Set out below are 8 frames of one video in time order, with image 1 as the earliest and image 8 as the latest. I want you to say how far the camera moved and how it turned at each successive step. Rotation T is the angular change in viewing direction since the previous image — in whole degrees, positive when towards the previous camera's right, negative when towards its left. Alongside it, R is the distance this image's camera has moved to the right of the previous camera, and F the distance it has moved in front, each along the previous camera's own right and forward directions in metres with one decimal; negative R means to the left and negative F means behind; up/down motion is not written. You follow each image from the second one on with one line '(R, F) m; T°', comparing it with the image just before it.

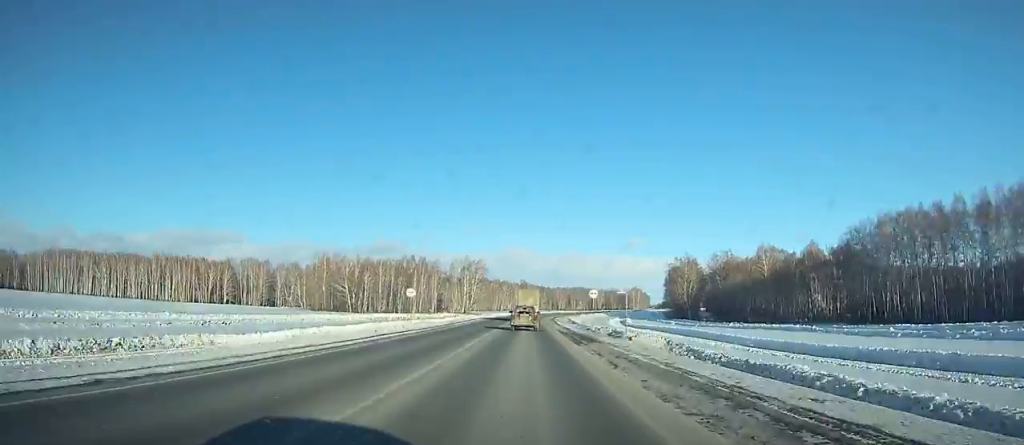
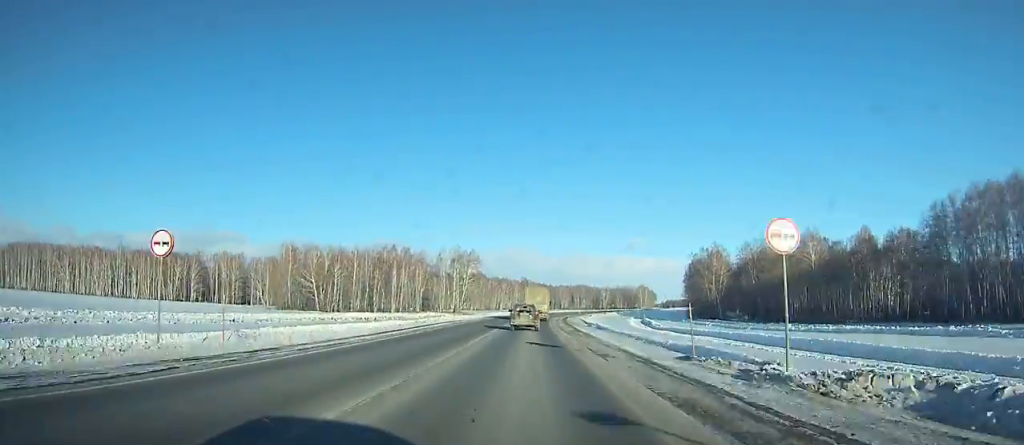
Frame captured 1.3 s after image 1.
(0.0, +32.7) m; 0°
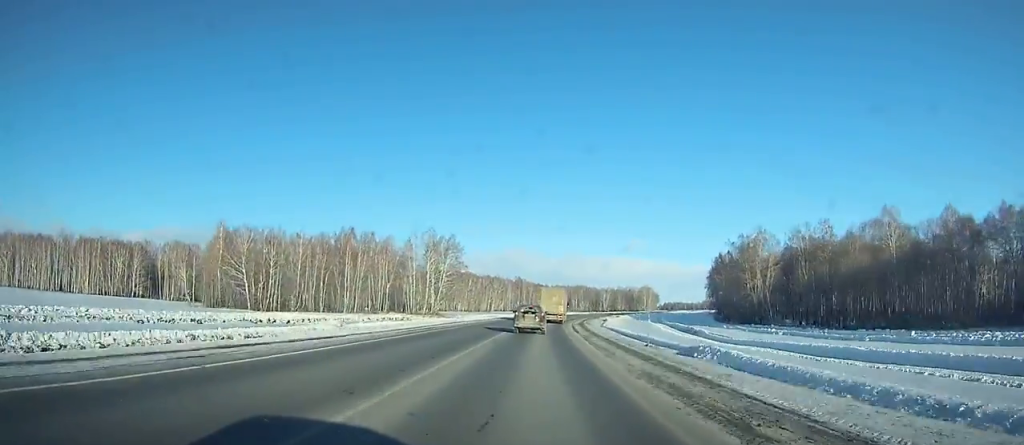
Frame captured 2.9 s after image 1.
(0.0, +39.6) m; +1°
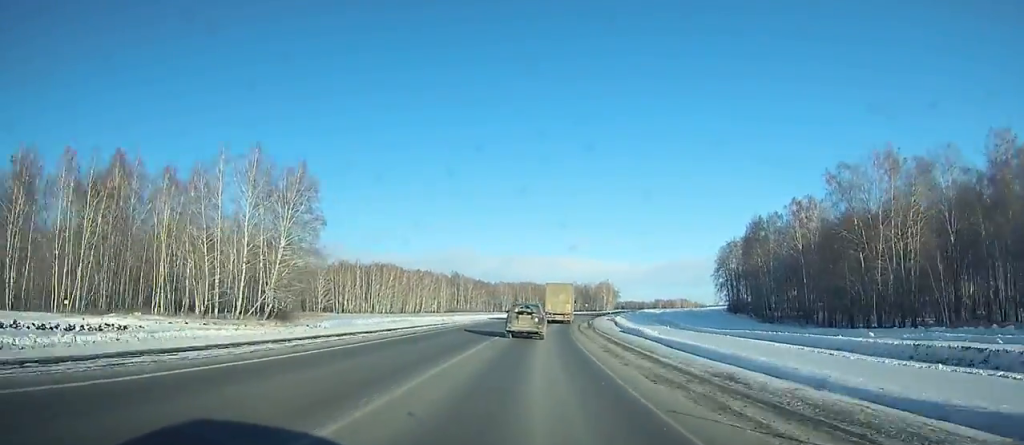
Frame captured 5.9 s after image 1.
(+1.7, +72.6) m; +4°
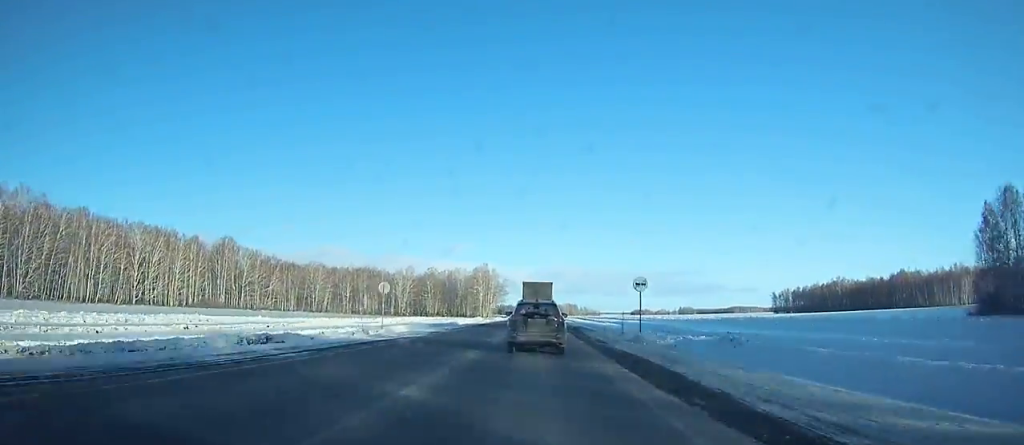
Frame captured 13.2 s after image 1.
(+19.6, +165.5) m; +12°
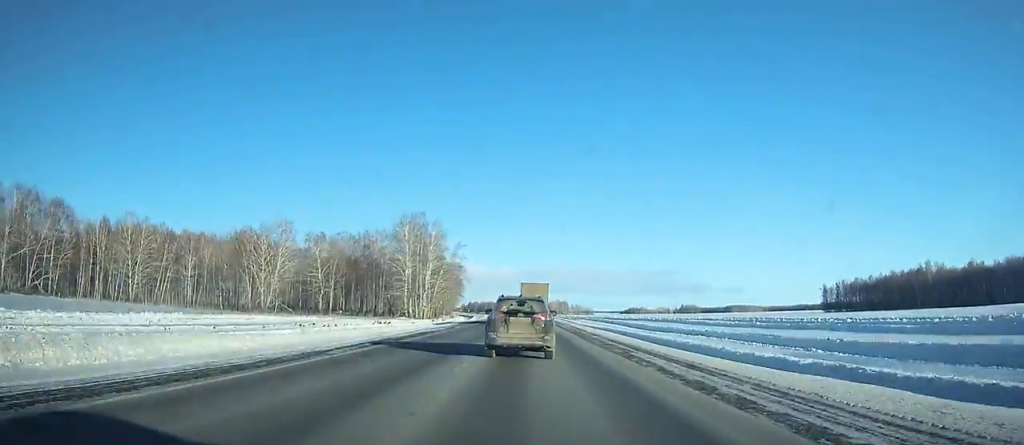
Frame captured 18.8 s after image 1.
(+3.2, +120.3) m; +2°
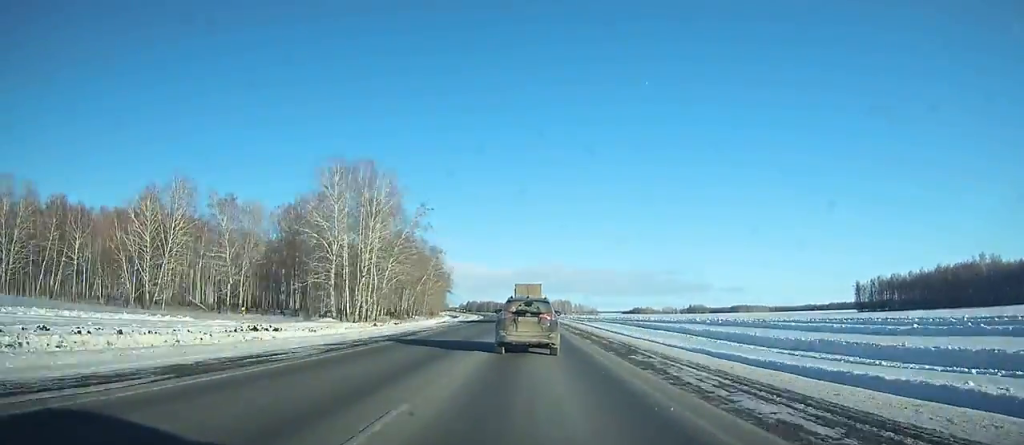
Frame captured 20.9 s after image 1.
(0.0, +44.5) m; -1°
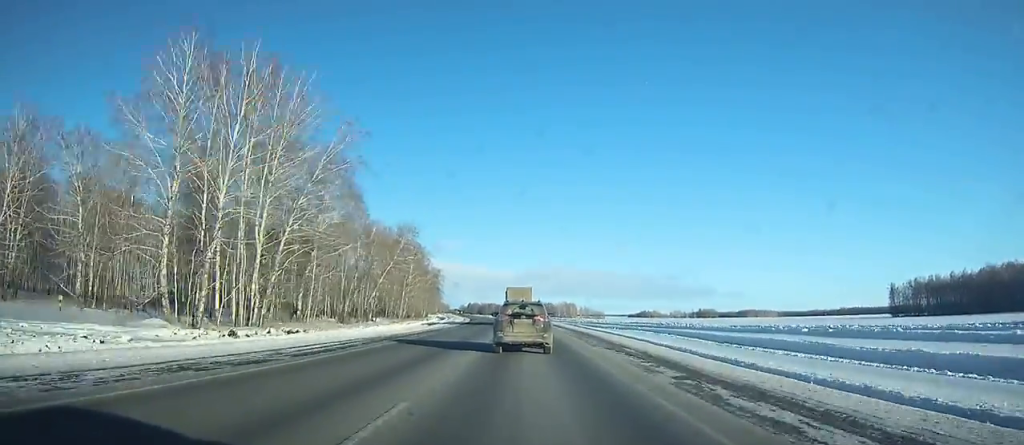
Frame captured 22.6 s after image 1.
(-0.1, +36.2) m; -1°
